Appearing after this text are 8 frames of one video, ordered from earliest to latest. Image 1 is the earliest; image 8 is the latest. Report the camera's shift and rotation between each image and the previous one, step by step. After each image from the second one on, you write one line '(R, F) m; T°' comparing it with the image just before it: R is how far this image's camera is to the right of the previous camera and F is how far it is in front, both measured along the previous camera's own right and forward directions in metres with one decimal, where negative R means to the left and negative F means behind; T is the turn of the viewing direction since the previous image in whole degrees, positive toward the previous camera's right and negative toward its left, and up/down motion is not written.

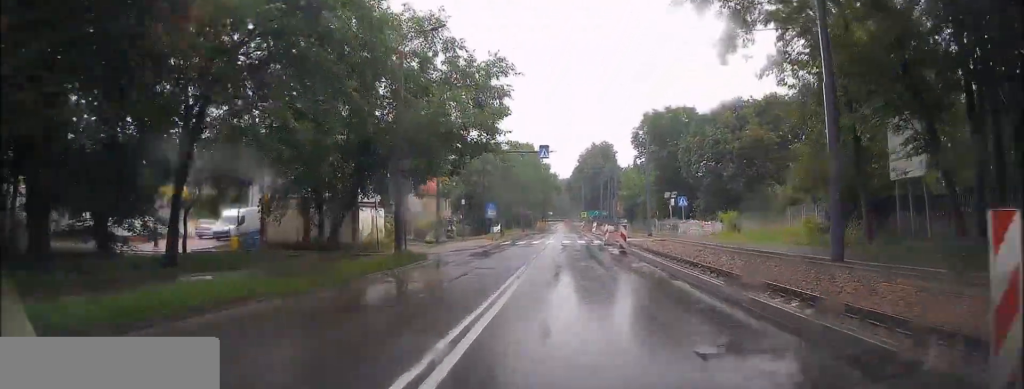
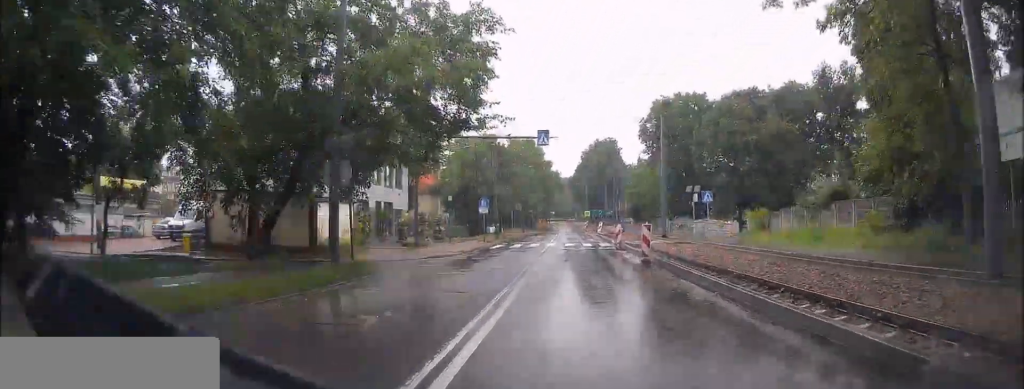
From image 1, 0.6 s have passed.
(-0.1, +6.3) m; 0°
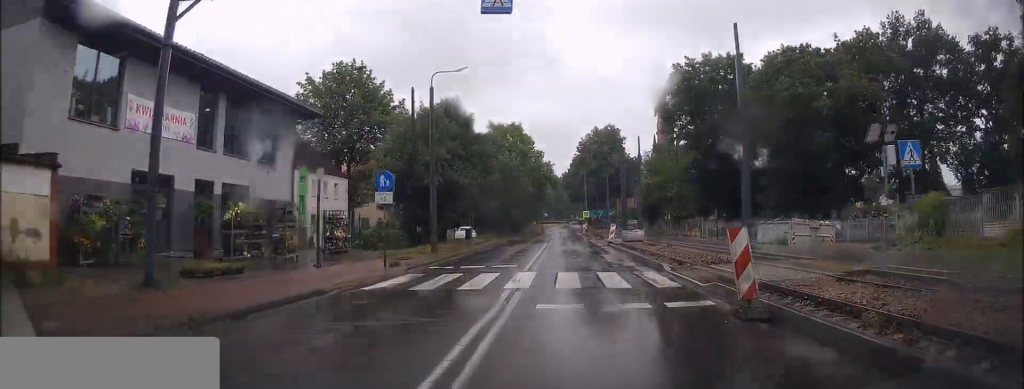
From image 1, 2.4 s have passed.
(-0.1, +21.0) m; -1°
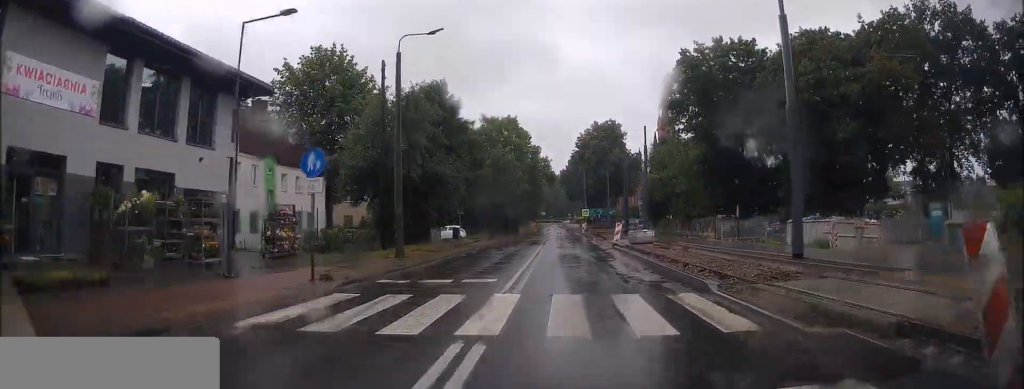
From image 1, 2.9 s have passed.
(0.0, +5.3) m; 0°
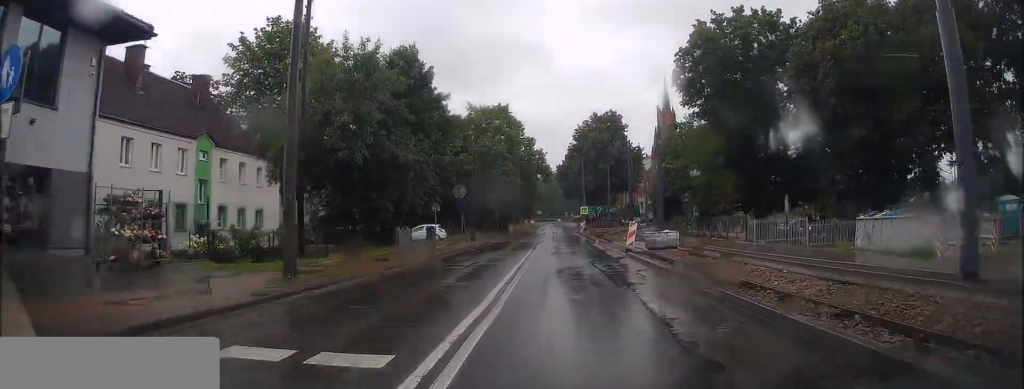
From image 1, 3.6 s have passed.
(0.0, +8.4) m; 0°
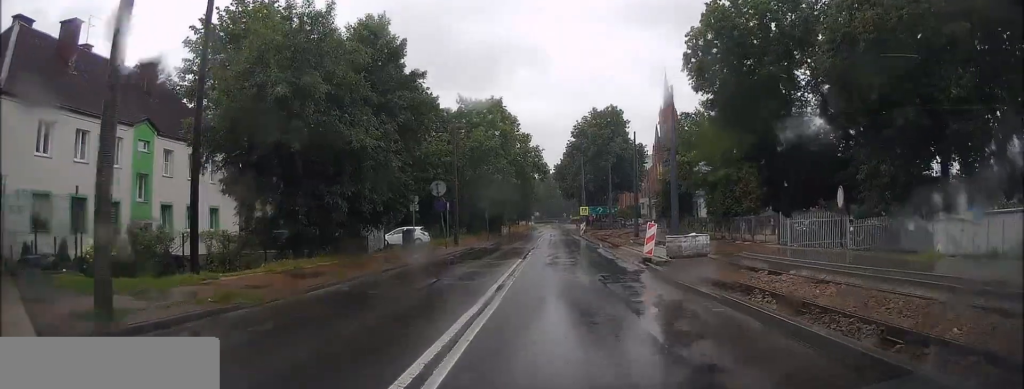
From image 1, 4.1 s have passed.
(0.0, +5.8) m; 0°
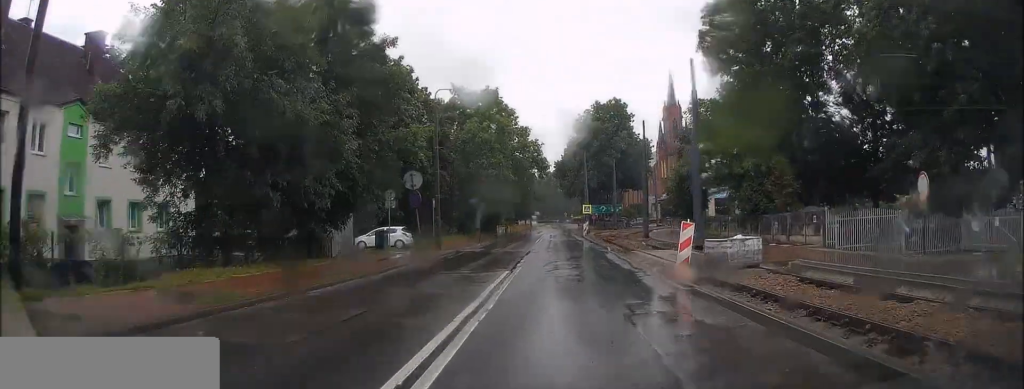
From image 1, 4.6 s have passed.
(0.0, +5.4) m; 0°
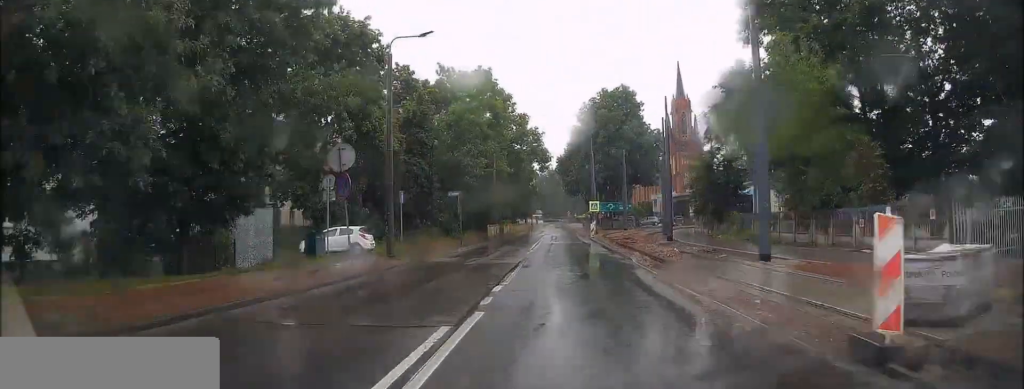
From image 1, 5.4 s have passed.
(+0.1, +8.8) m; 0°
